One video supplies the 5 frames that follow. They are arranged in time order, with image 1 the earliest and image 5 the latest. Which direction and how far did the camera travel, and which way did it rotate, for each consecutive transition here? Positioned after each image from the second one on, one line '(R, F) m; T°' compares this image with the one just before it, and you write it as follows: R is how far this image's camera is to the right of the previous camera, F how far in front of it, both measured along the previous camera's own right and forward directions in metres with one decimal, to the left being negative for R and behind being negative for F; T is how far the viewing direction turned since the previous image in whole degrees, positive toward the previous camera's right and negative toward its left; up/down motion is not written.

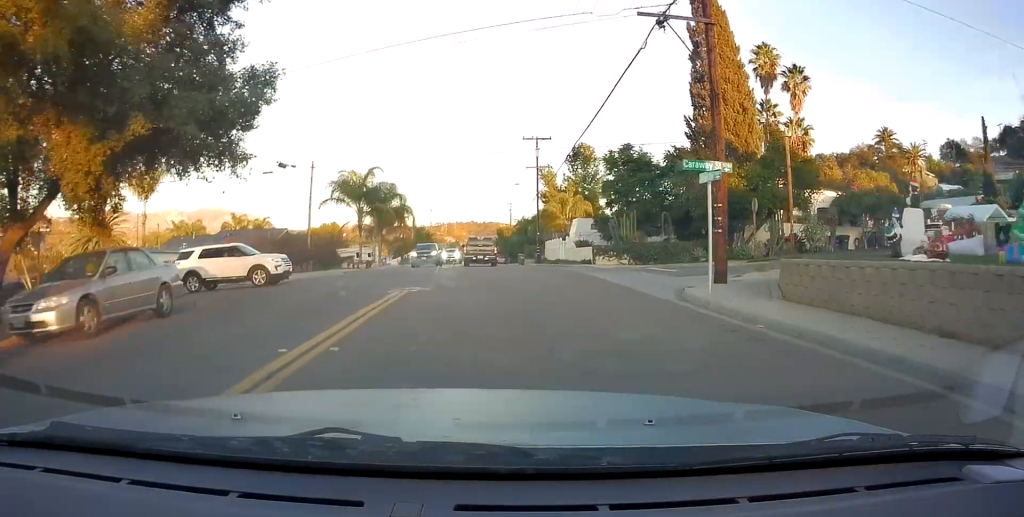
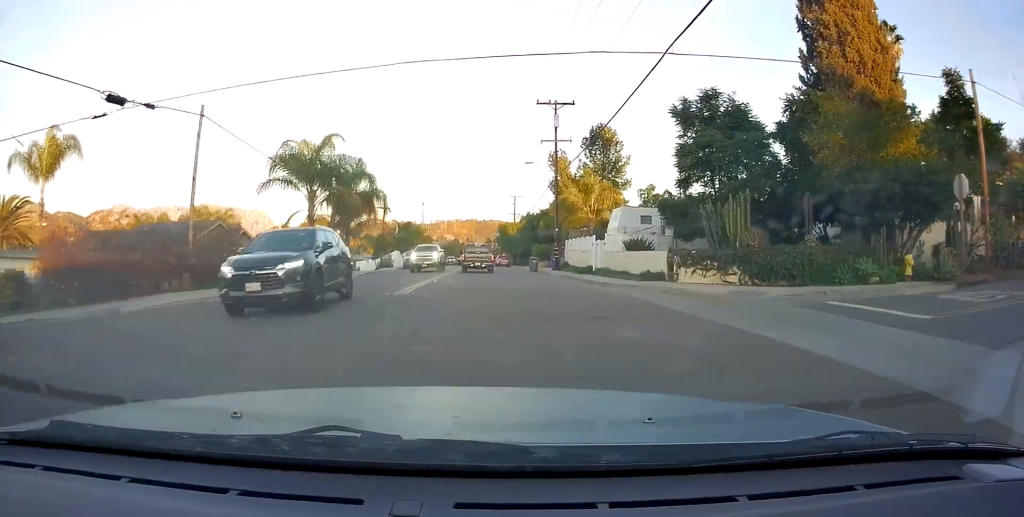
(0.0, +15.6) m; 0°
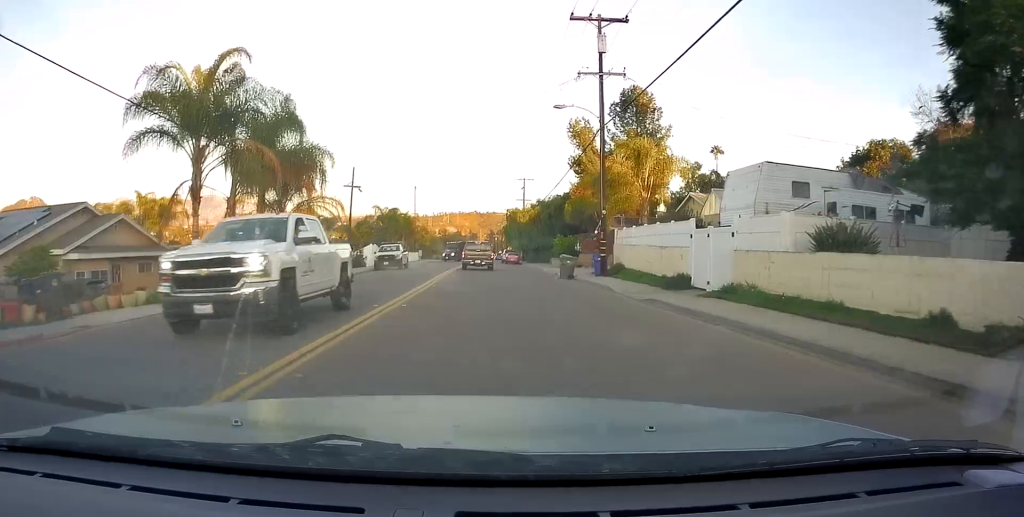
(0.0, +16.9) m; 0°
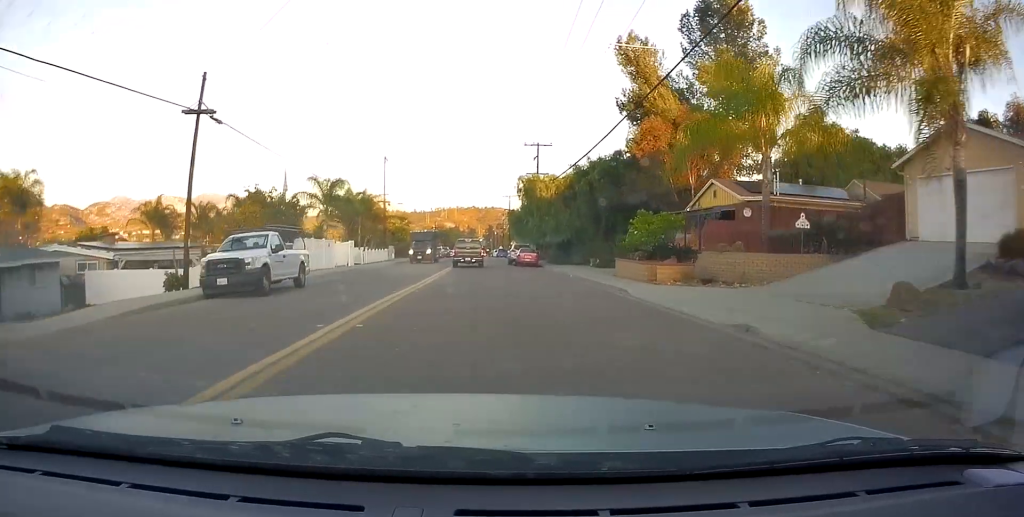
(-0.2, +26.4) m; -1°
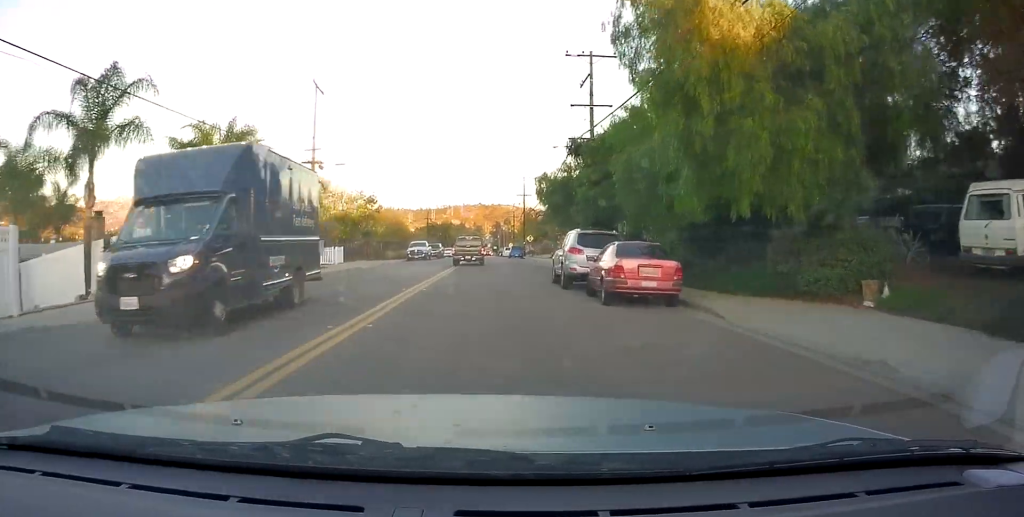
(+0.9, +29.6) m; +2°
